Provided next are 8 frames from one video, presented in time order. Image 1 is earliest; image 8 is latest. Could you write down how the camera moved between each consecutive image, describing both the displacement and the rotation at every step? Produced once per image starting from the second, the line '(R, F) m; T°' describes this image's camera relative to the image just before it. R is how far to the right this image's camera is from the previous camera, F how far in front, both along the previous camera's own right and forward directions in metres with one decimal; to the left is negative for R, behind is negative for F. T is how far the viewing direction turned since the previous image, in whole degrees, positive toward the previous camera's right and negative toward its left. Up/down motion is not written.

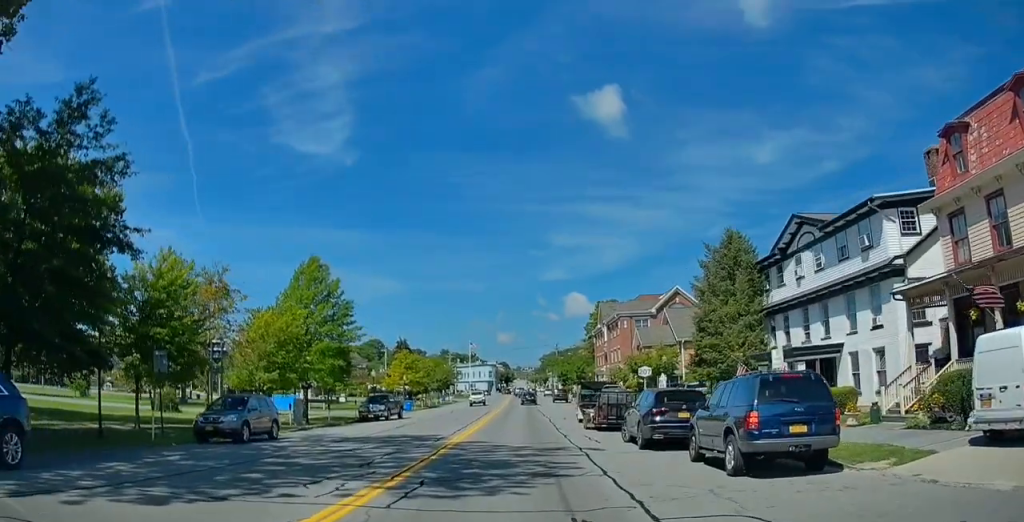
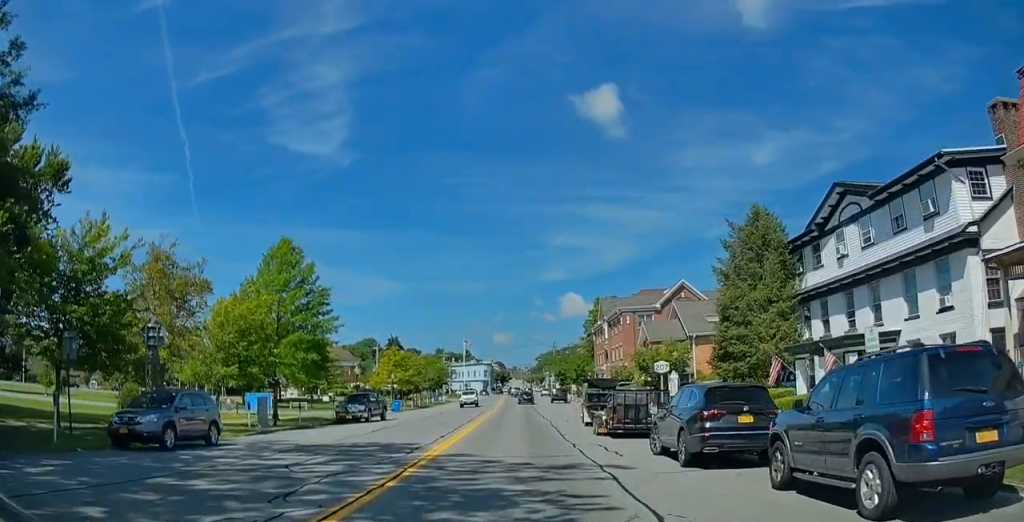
(-0.1, +4.7) m; -1°
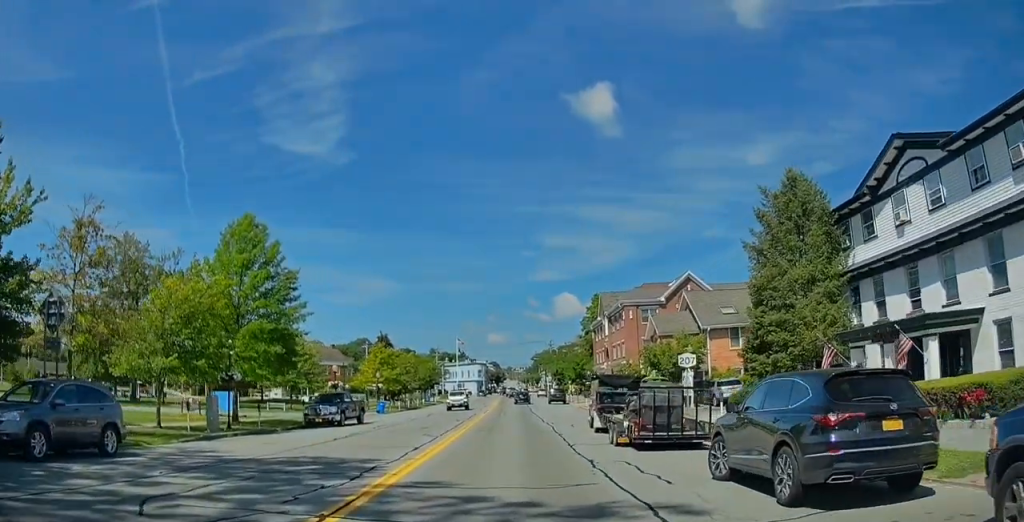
(0.0, +5.5) m; +1°
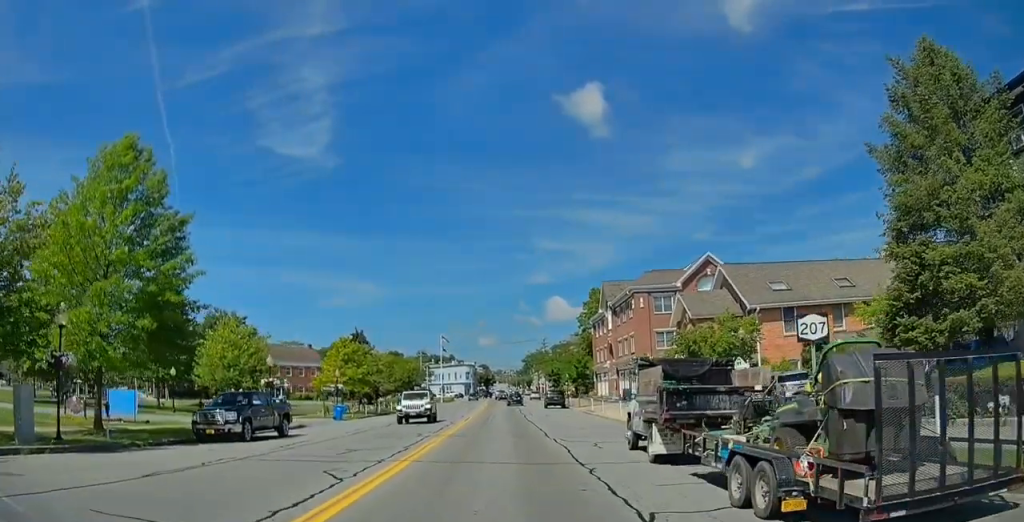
(+0.2, +11.6) m; +2°
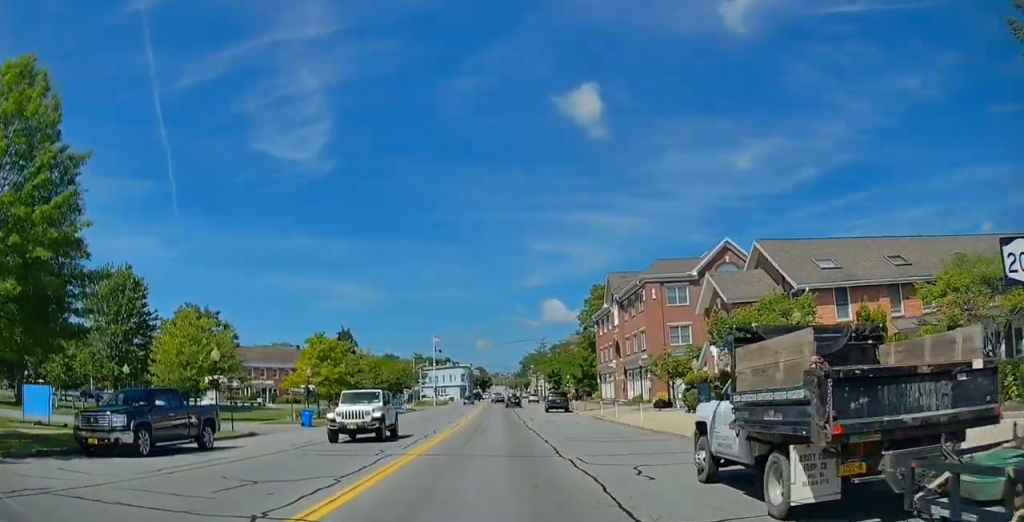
(+0.1, +6.9) m; +1°
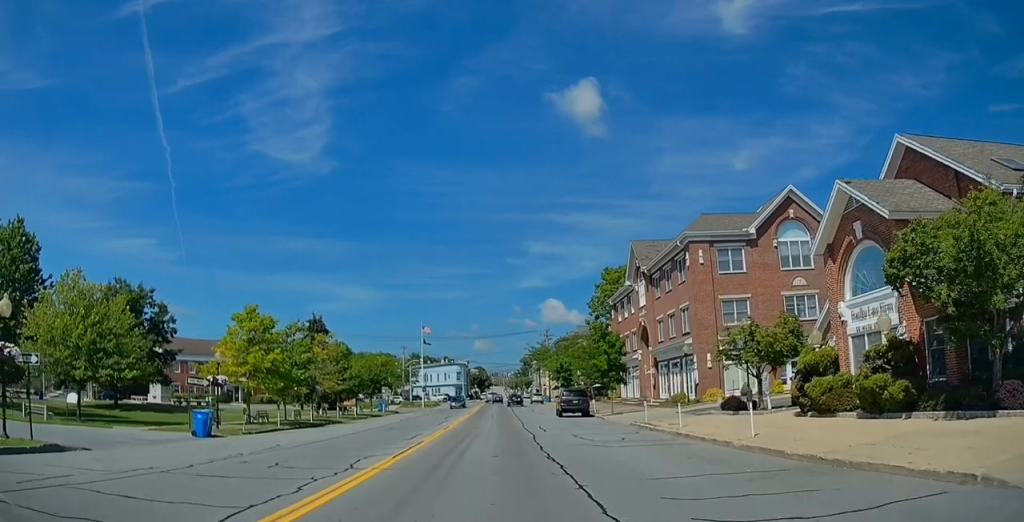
(0.0, +14.8) m; +1°
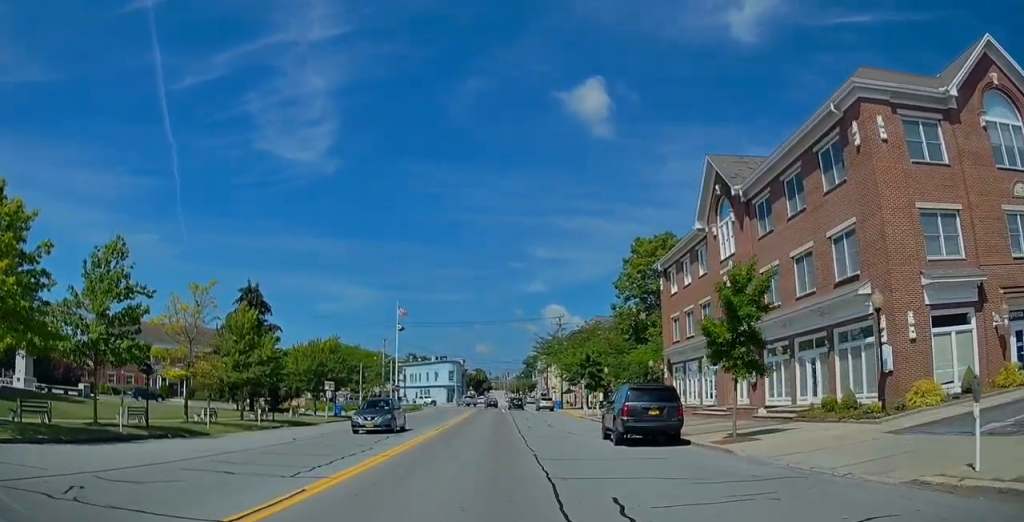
(+0.2, +22.6) m; +1°
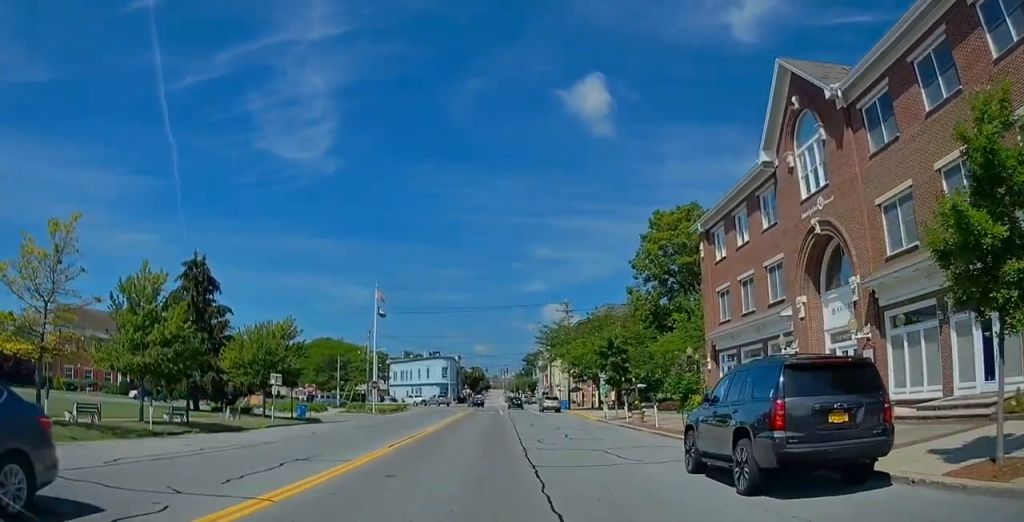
(0.0, +11.4) m; +2°
